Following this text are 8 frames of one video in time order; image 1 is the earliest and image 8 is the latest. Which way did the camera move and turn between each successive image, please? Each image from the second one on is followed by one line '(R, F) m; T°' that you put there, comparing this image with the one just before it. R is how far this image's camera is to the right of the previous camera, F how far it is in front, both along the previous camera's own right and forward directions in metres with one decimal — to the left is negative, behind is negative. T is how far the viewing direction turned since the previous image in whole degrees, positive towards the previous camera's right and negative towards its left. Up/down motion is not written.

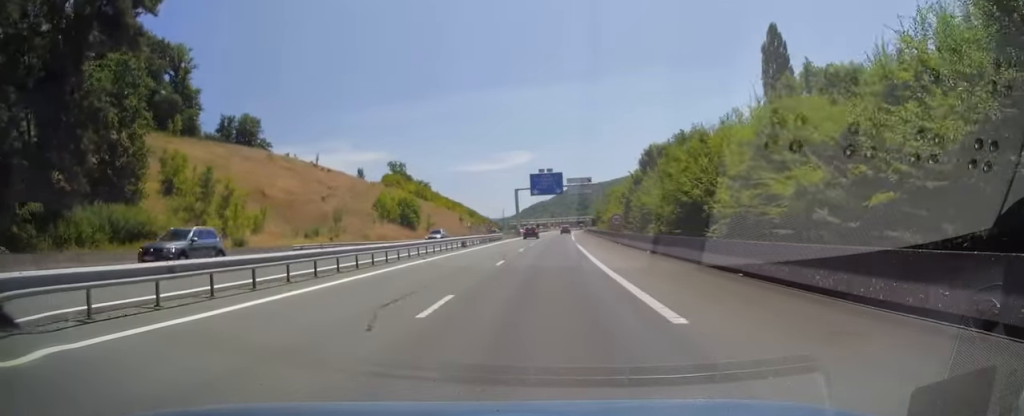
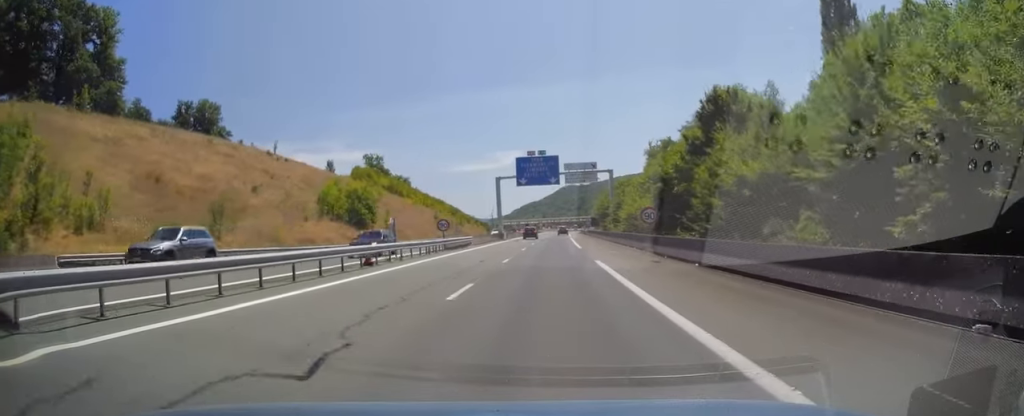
(-0.1, +23.6) m; 0°
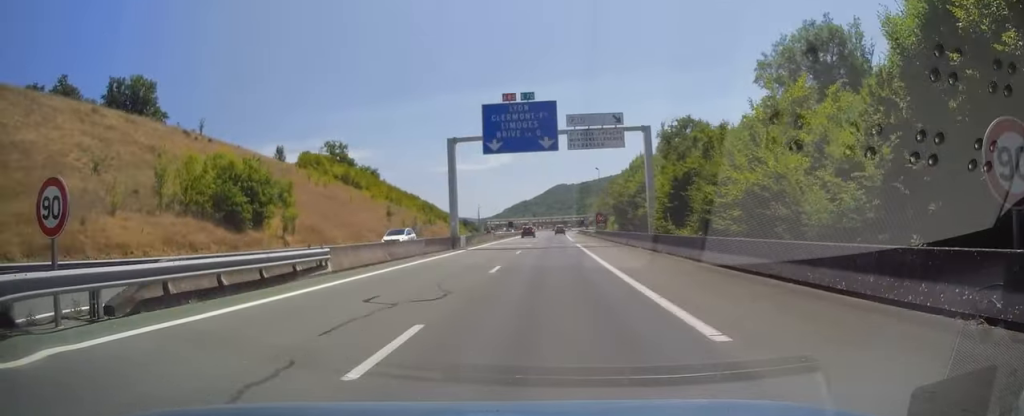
(+0.2, +31.8) m; +1°
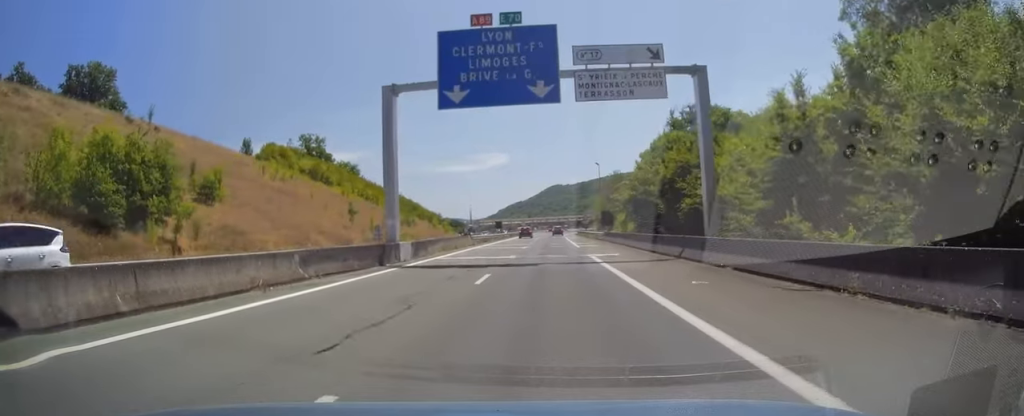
(+0.1, +16.6) m; +1°
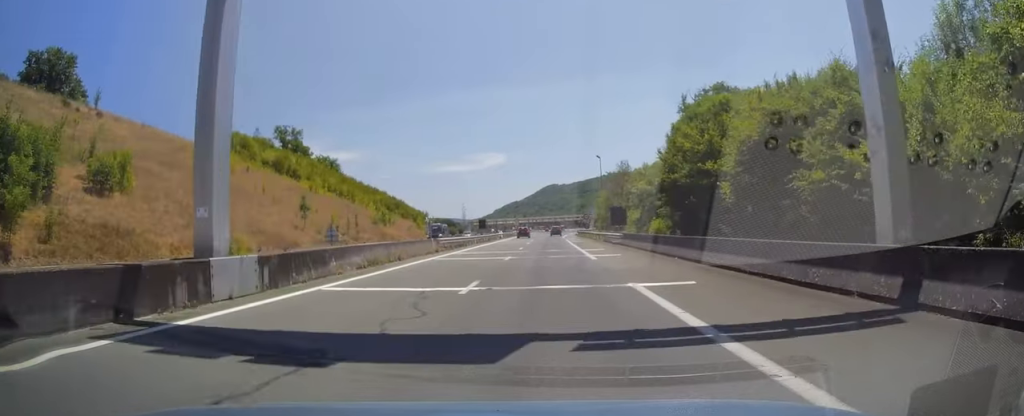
(+0.2, +14.9) m; 0°
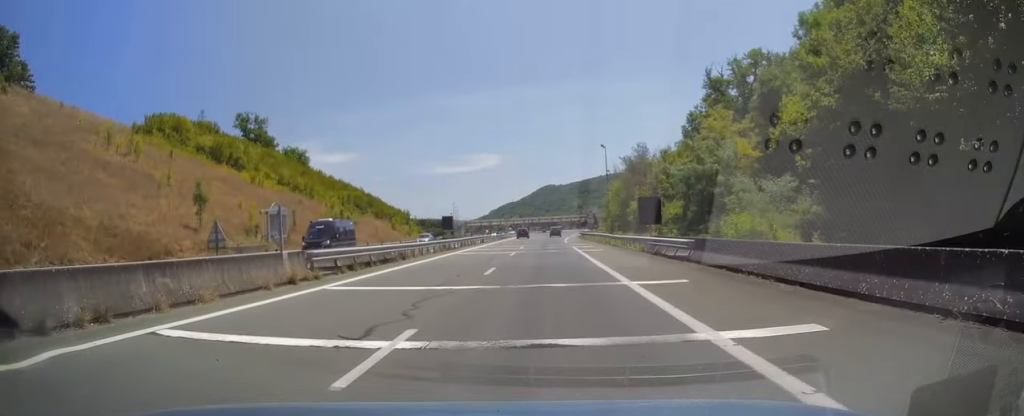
(0.0, +20.3) m; 0°
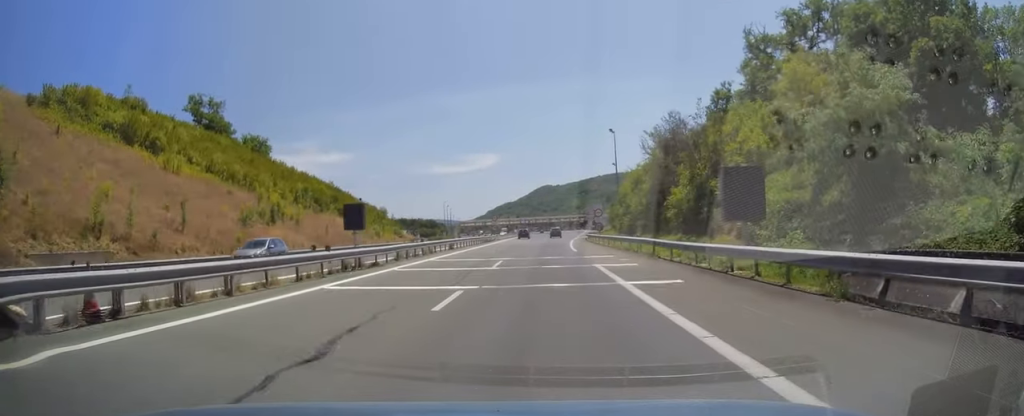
(+0.1, +20.6) m; 0°
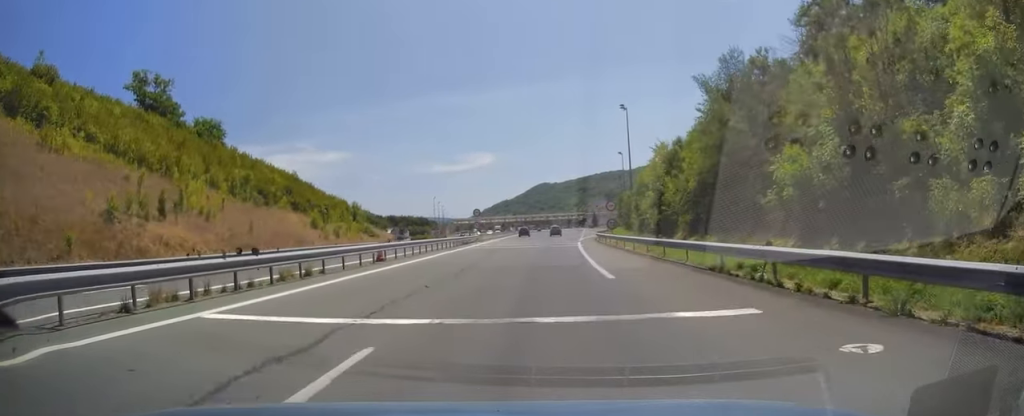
(0.0, +19.1) m; 0°
